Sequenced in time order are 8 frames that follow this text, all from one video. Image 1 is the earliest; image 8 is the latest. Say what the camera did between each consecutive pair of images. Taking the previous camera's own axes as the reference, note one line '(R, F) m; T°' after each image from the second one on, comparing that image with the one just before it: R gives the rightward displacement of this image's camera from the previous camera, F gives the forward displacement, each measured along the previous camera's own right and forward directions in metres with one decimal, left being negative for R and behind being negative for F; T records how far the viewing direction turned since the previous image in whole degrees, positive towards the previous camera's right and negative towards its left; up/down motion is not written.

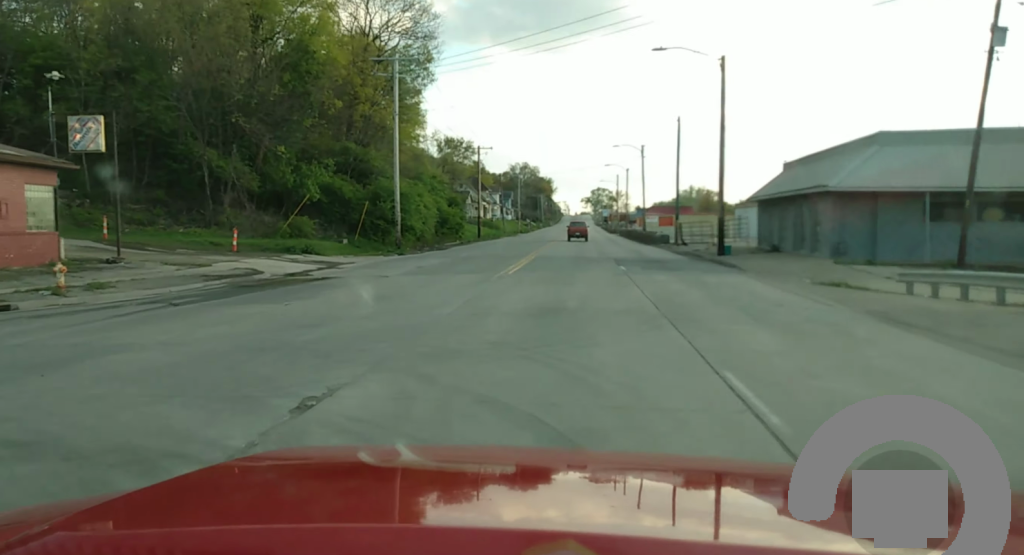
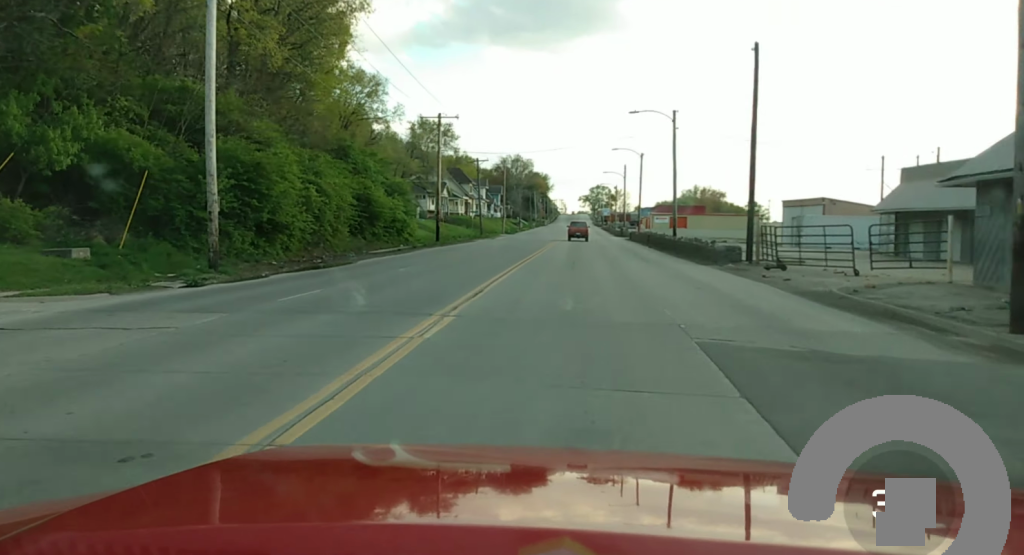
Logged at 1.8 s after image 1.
(-0.9, +30.9) m; -2°
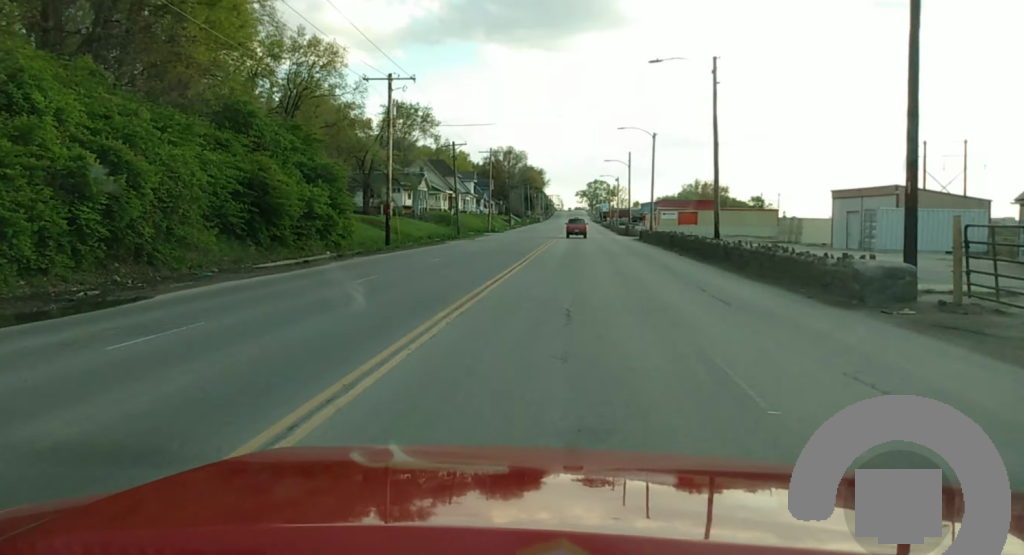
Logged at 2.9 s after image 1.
(0.0, +19.7) m; 0°
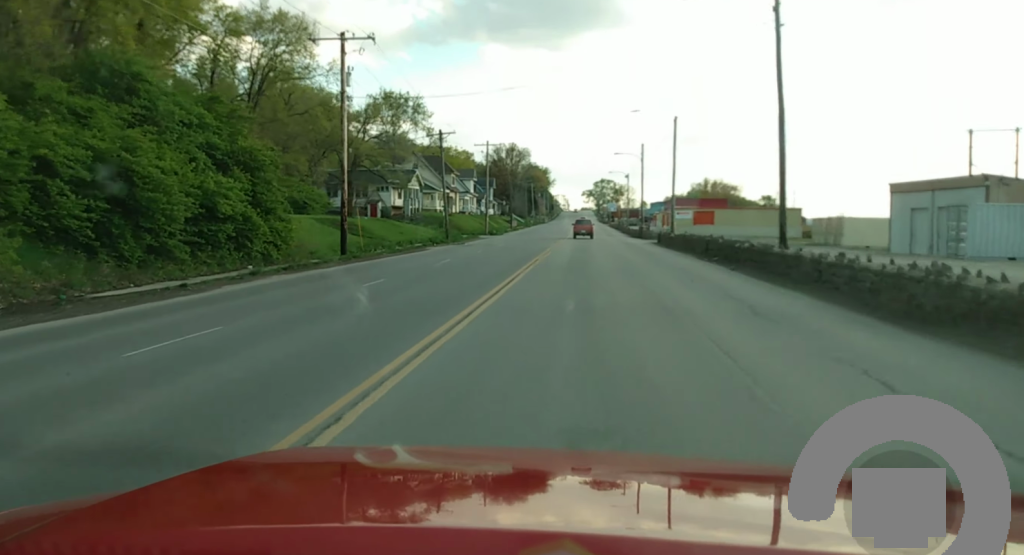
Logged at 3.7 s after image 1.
(+0.1, +12.9) m; 0°
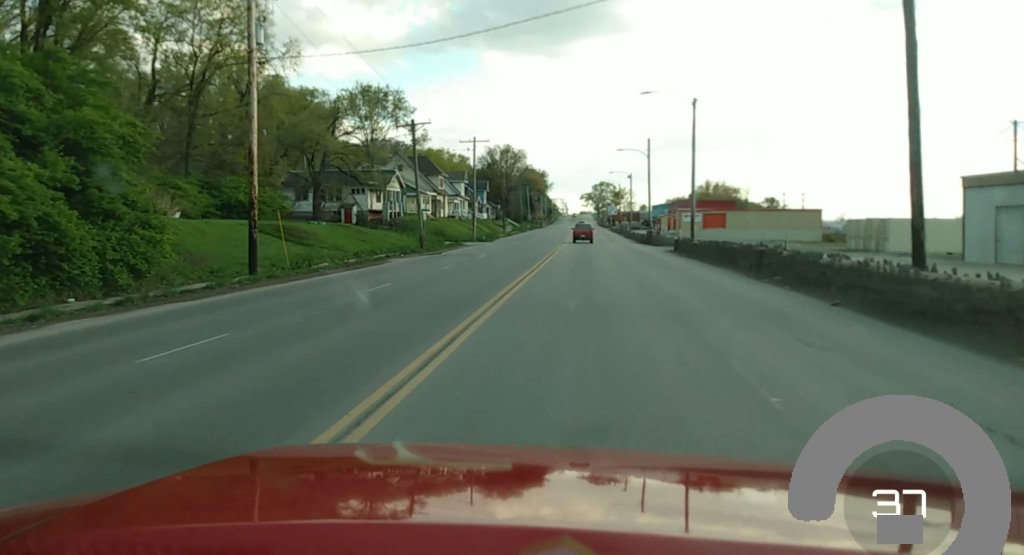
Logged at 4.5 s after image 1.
(0.0, +12.3) m; 0°
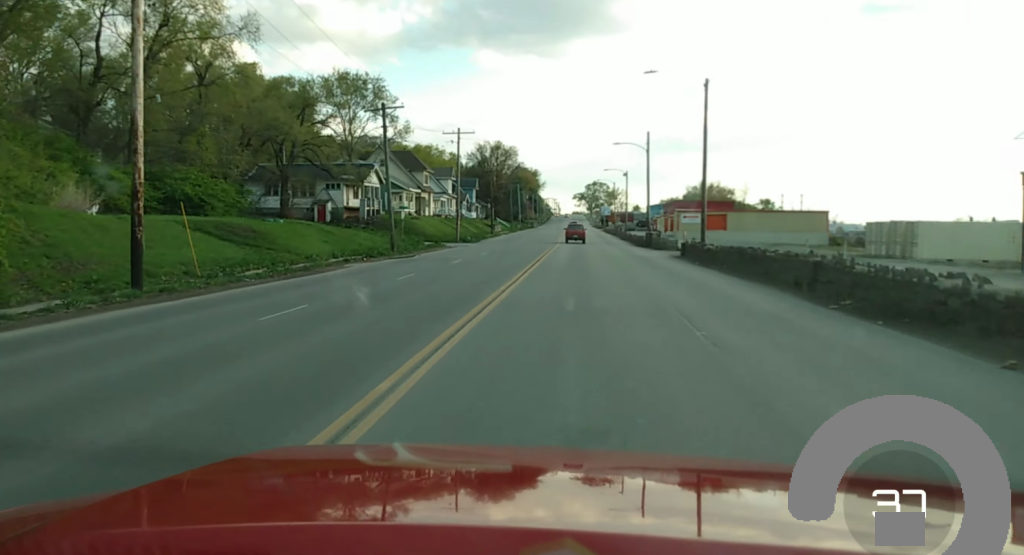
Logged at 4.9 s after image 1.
(0.0, +7.6) m; 0°
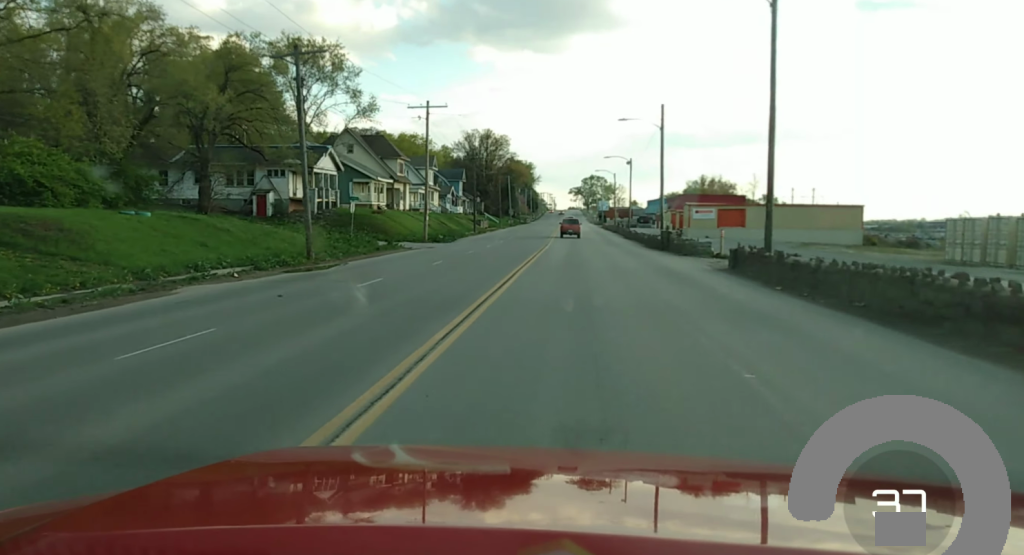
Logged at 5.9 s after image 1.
(0.0, +16.9) m; 0°
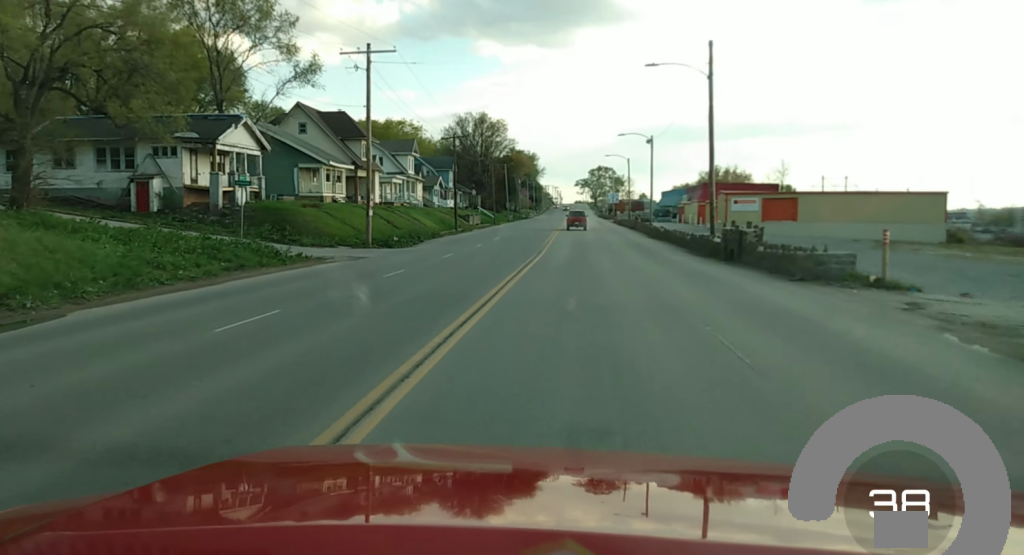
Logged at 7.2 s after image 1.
(-0.1, +20.8) m; -1°
